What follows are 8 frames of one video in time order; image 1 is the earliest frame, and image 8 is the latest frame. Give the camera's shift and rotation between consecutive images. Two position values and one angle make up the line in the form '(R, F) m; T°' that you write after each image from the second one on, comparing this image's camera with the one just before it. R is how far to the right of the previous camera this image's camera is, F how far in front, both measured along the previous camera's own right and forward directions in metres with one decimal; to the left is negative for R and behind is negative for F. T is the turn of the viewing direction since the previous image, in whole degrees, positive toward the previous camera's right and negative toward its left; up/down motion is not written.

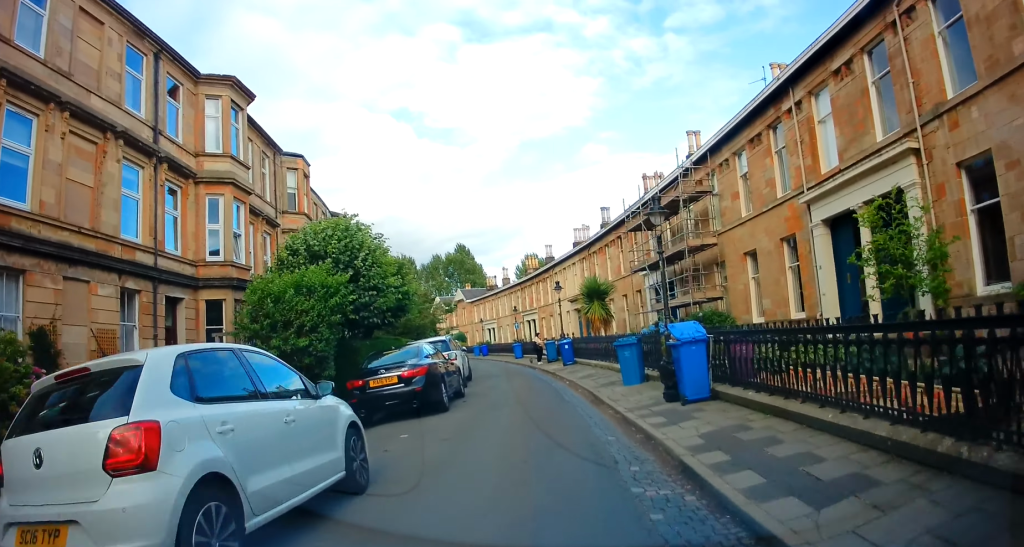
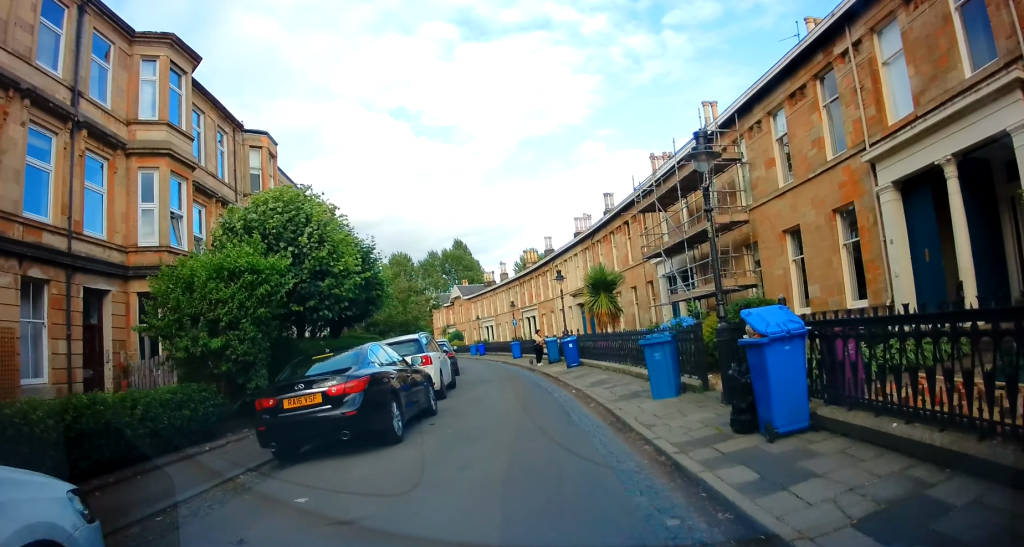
(-0.2, +3.6) m; -3°
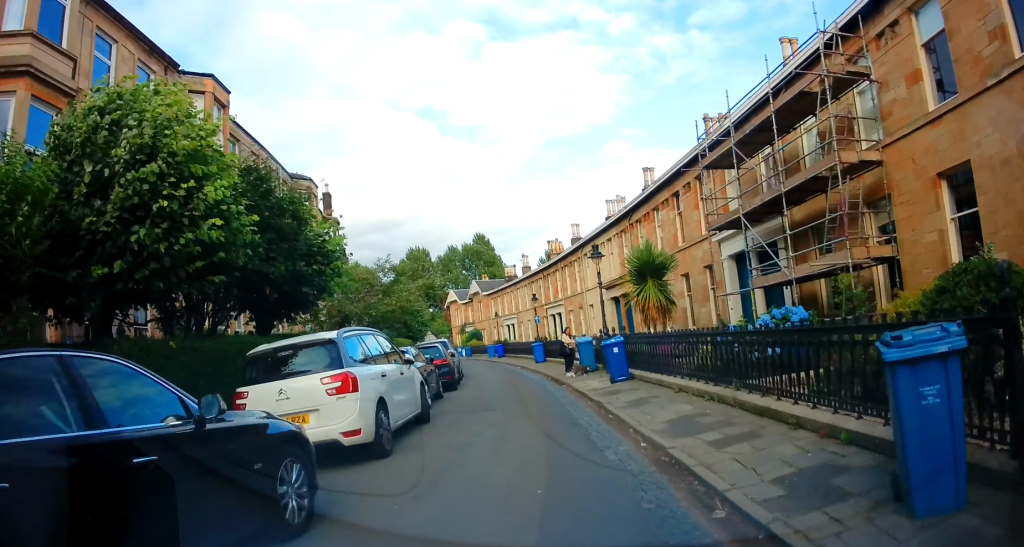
(-0.2, +6.8) m; -1°
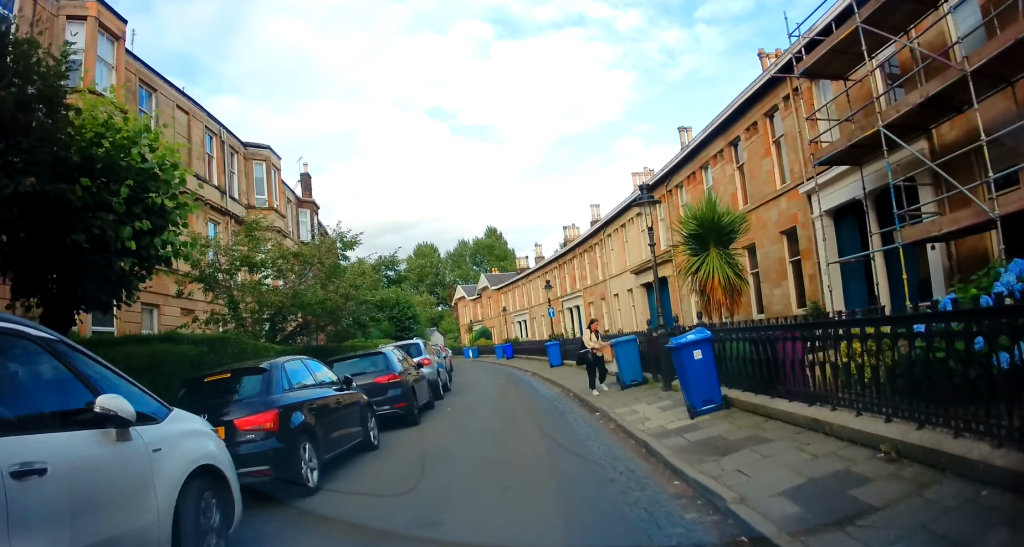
(+0.1, +6.7) m; 0°
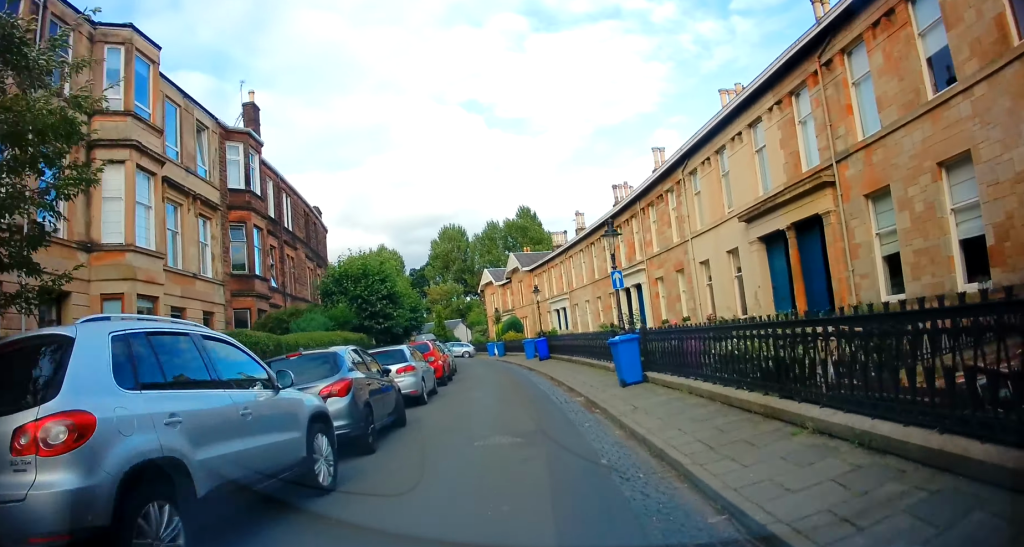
(-0.2, +12.5) m; -5°
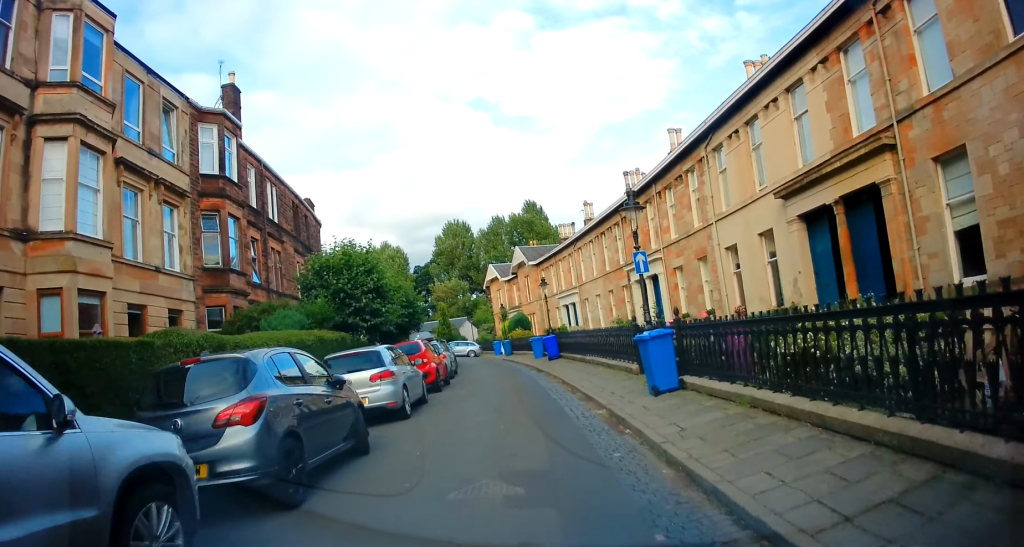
(-0.1, +2.6) m; -1°
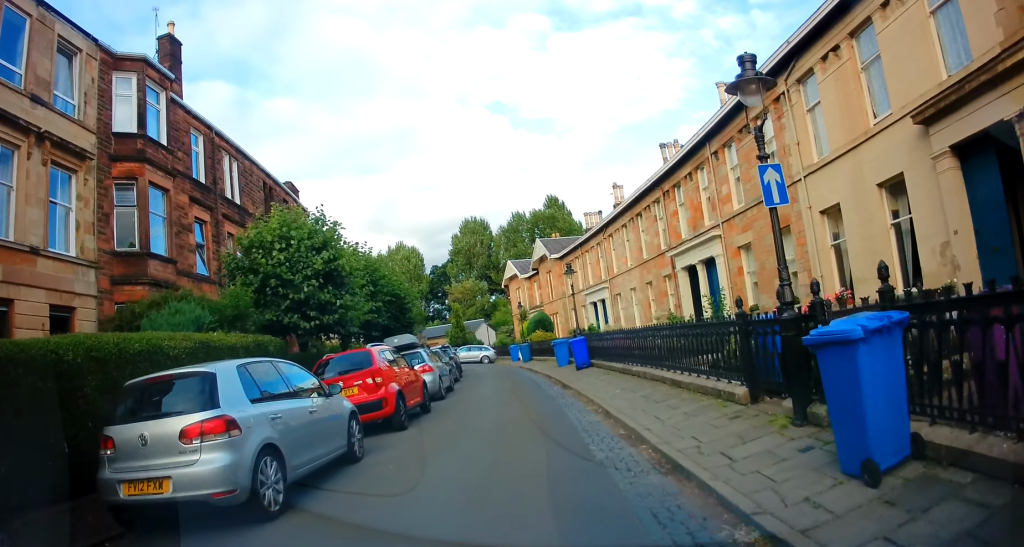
(-0.3, +6.1) m; 0°
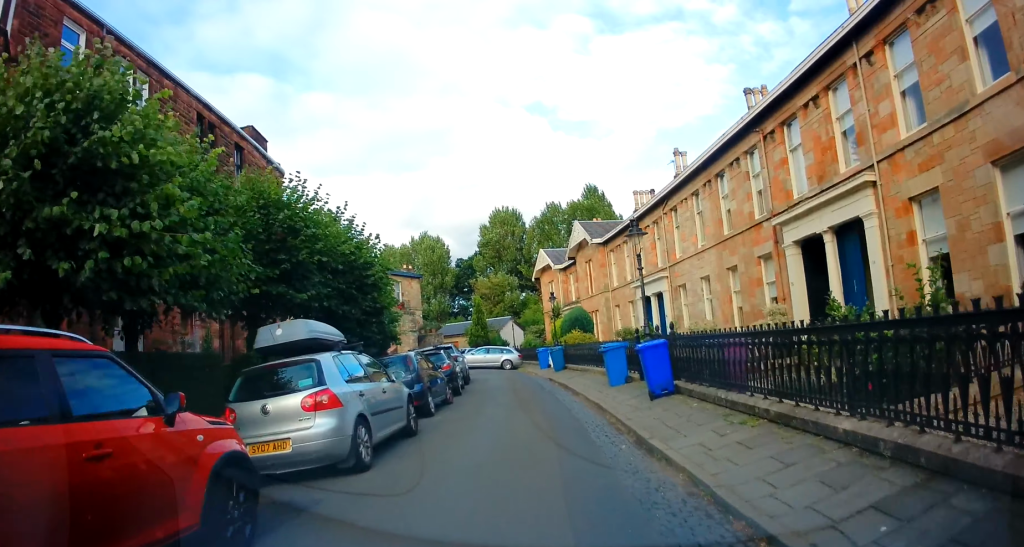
(+0.1, +8.8) m; -5°
